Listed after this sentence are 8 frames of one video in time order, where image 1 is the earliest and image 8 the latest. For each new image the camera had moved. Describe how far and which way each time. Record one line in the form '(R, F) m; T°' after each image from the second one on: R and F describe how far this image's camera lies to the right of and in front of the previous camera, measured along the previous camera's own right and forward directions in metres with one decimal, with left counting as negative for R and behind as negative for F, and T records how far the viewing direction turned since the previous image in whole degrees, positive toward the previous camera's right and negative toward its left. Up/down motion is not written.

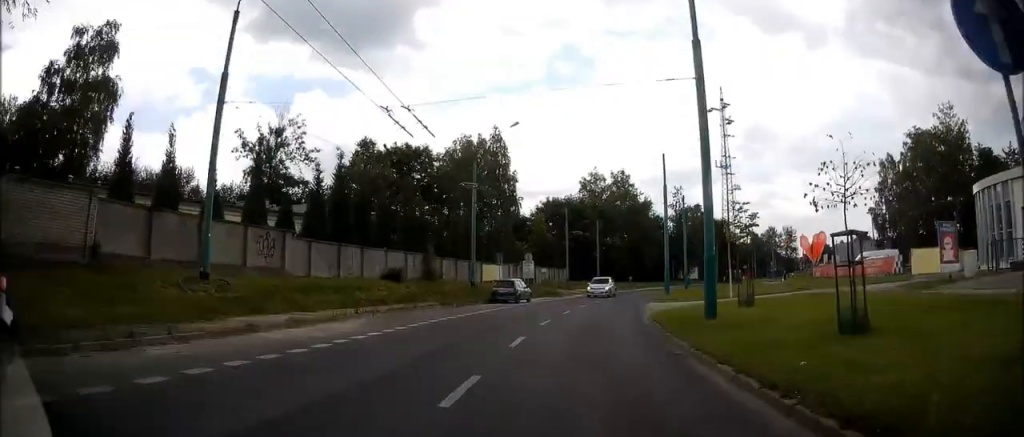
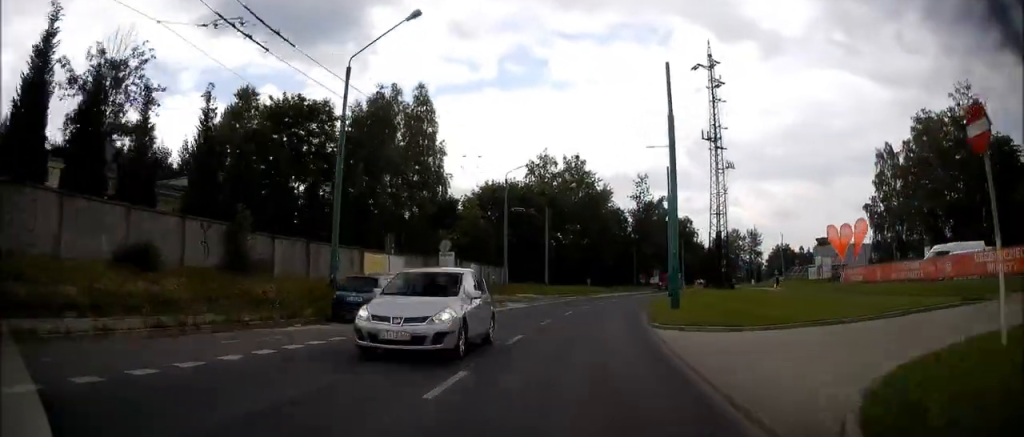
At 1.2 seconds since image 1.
(+0.5, +17.9) m; +4°
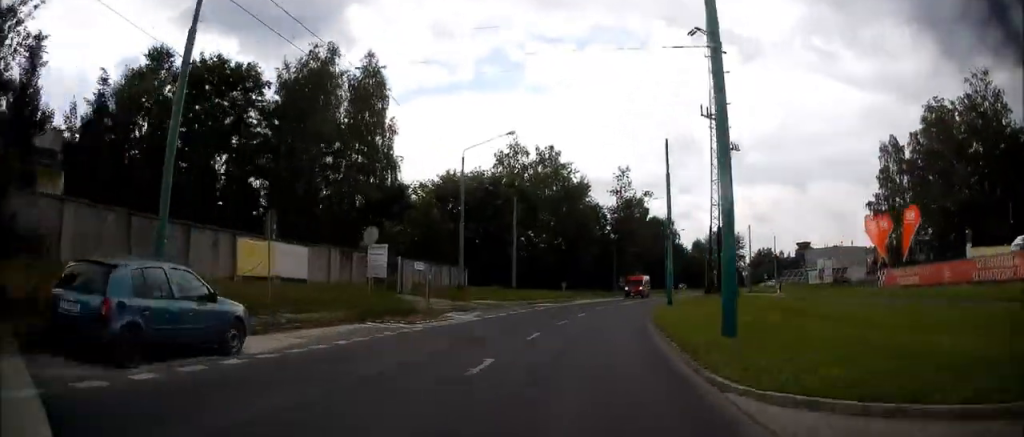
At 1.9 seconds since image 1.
(+0.2, +9.5) m; +3°
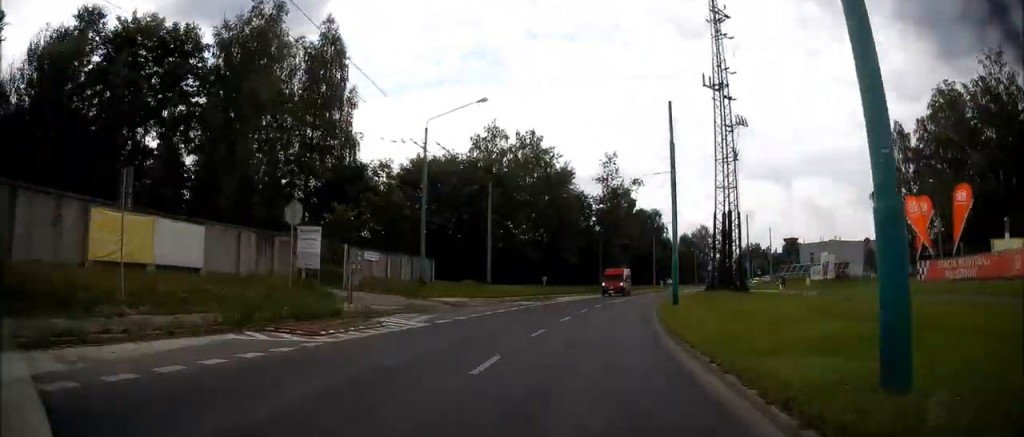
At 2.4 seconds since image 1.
(+0.2, +5.8) m; +2°
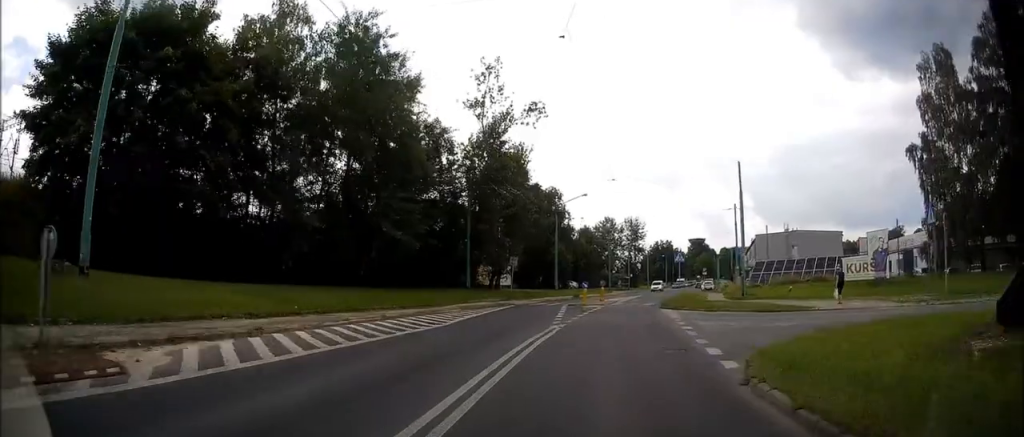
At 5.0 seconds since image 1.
(+2.8, +33.4) m; +9°
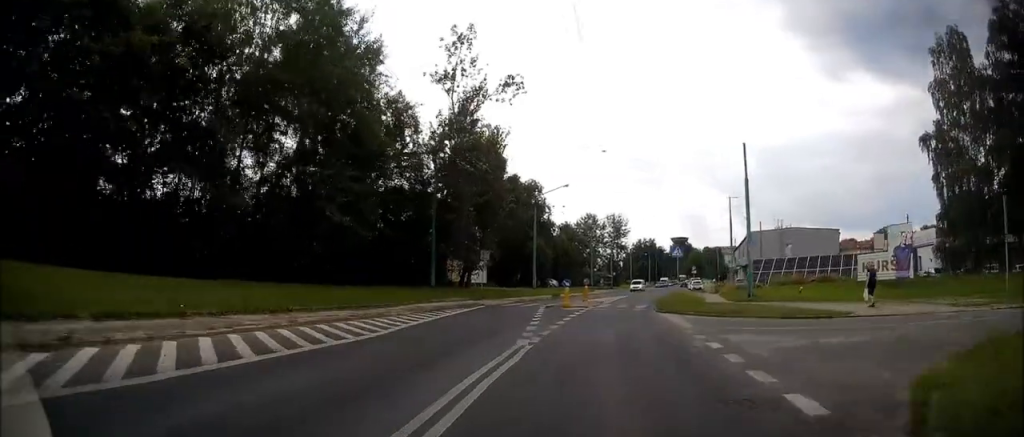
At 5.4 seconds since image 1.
(+0.1, +5.3) m; +2°
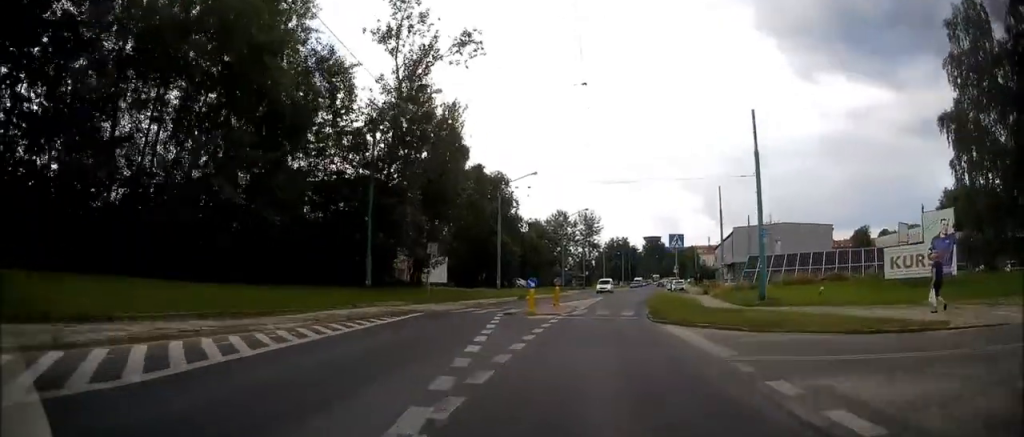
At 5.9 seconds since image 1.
(+0.1, +7.3) m; +2°
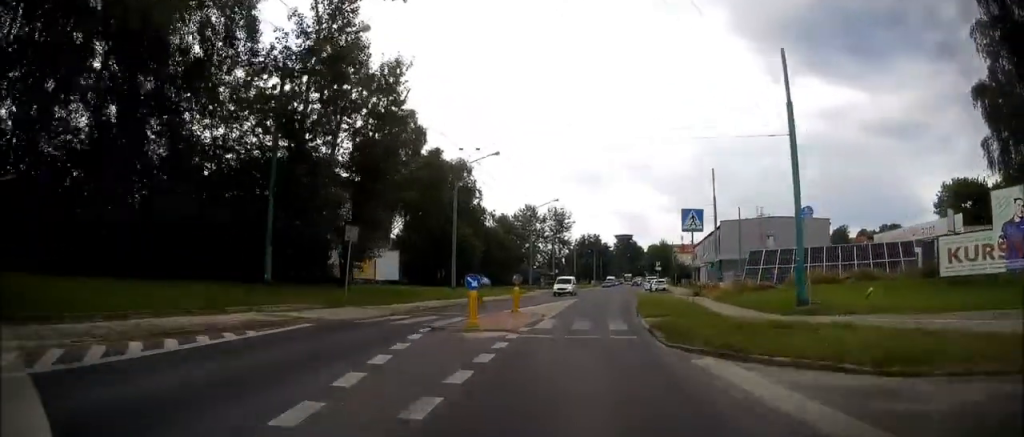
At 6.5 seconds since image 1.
(+0.3, +8.5) m; +3°
